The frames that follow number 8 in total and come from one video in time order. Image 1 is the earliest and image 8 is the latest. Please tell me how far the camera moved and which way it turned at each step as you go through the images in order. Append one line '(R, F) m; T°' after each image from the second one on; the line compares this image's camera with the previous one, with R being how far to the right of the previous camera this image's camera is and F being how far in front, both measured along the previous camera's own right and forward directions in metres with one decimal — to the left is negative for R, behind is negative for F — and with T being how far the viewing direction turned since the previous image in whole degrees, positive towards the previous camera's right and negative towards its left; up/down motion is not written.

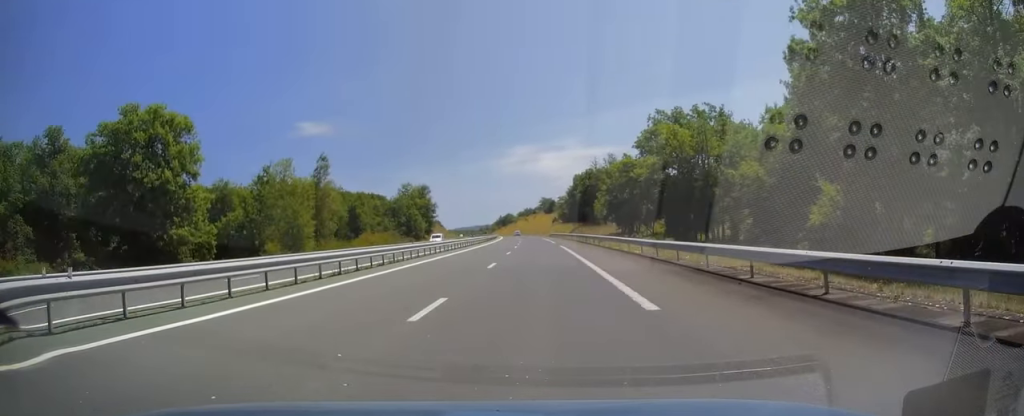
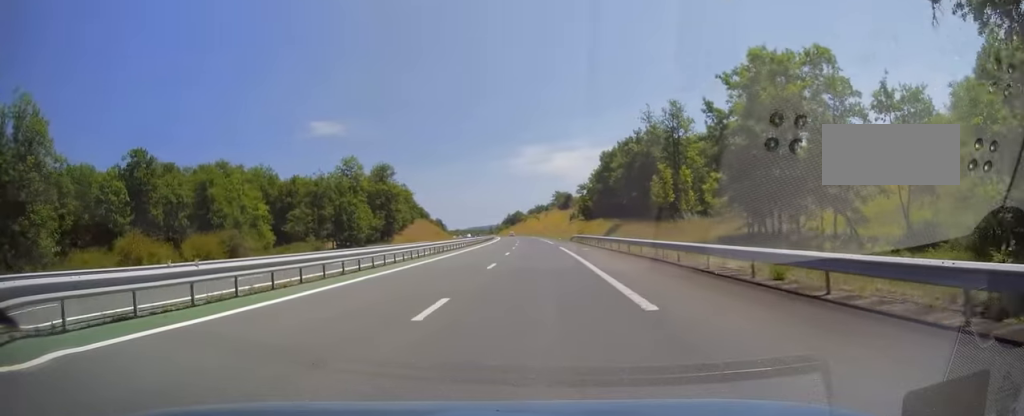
(-0.7, +51.9) m; -1°
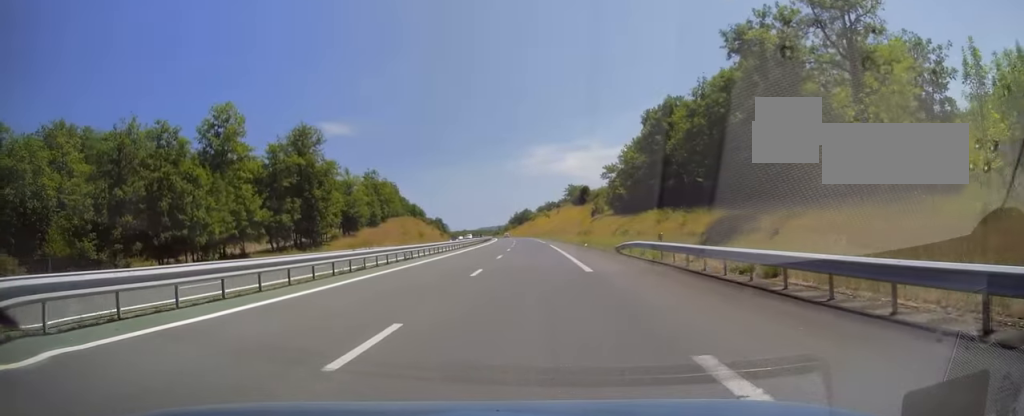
(-0.3, +42.5) m; -1°
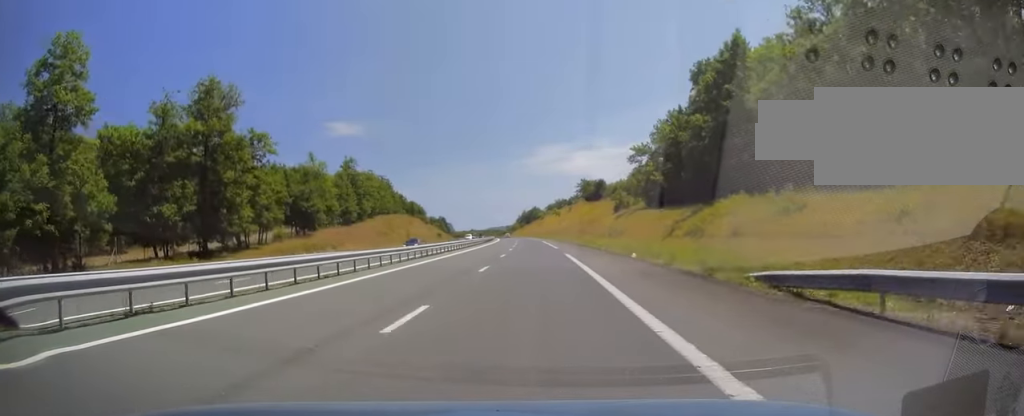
(-0.3, +23.7) m; -1°
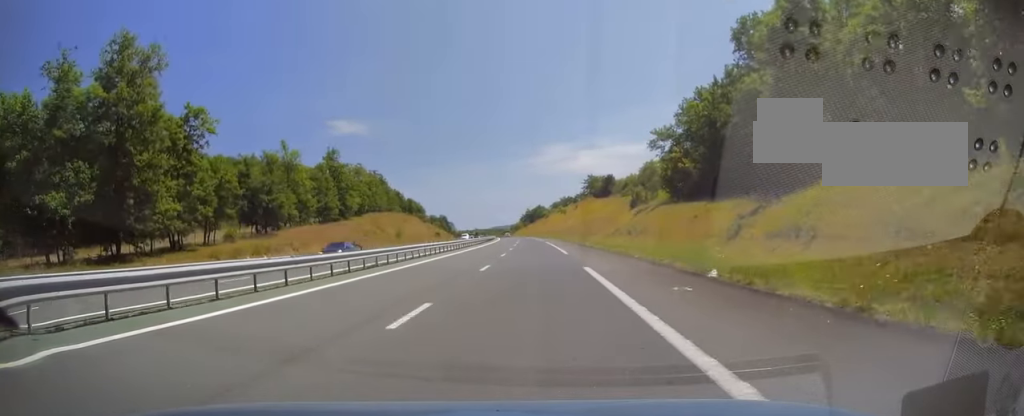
(0.0, +12.8) m; 0°
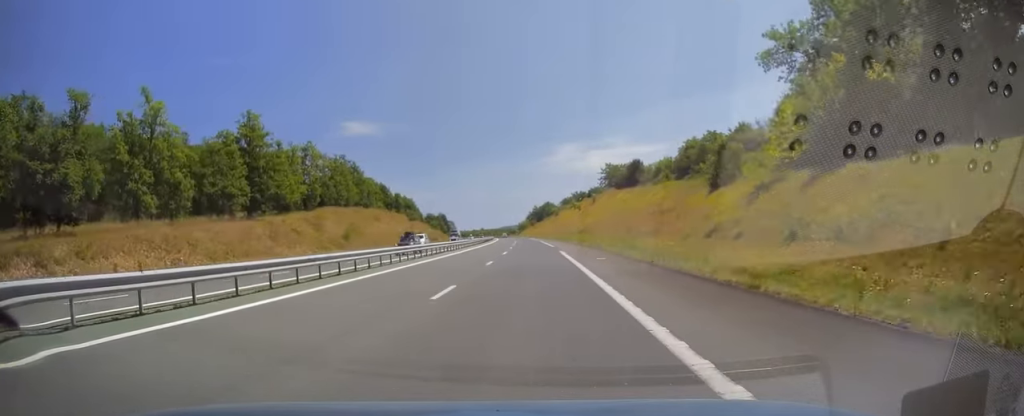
(-0.3, +35.0) m; -1°
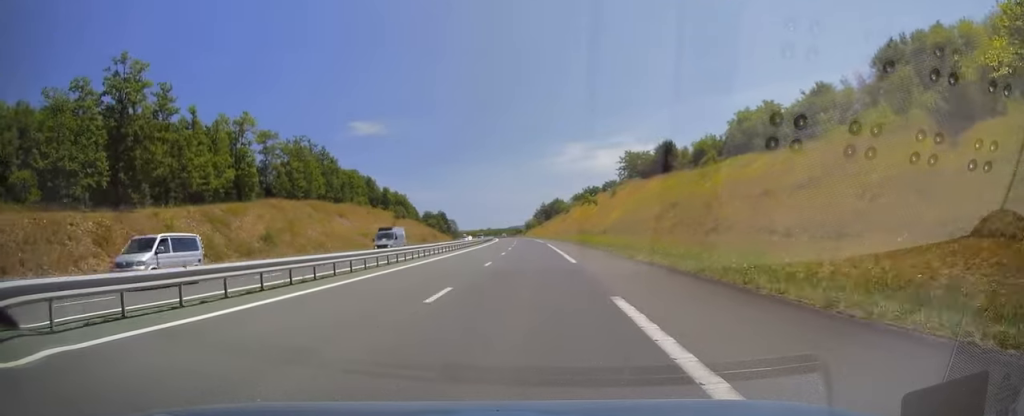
(-0.2, +26.6) m; -1°
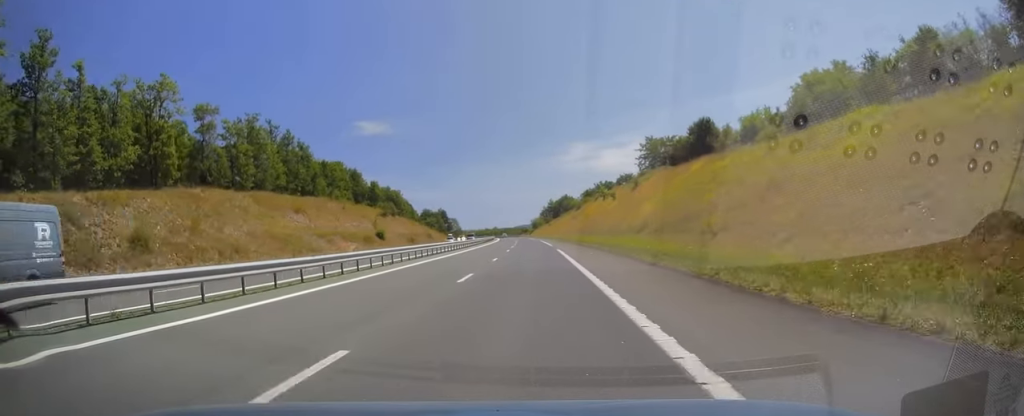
(0.0, +21.2) m; -1°
